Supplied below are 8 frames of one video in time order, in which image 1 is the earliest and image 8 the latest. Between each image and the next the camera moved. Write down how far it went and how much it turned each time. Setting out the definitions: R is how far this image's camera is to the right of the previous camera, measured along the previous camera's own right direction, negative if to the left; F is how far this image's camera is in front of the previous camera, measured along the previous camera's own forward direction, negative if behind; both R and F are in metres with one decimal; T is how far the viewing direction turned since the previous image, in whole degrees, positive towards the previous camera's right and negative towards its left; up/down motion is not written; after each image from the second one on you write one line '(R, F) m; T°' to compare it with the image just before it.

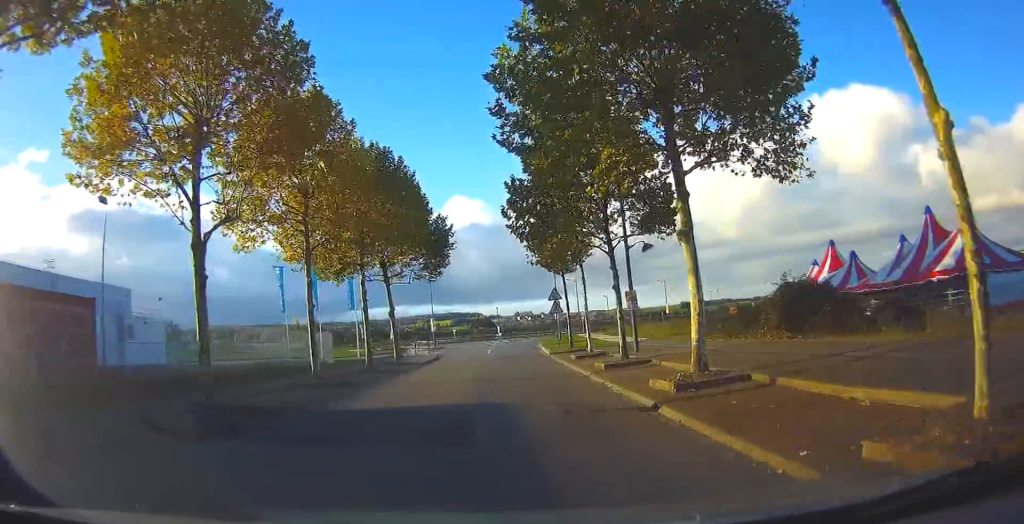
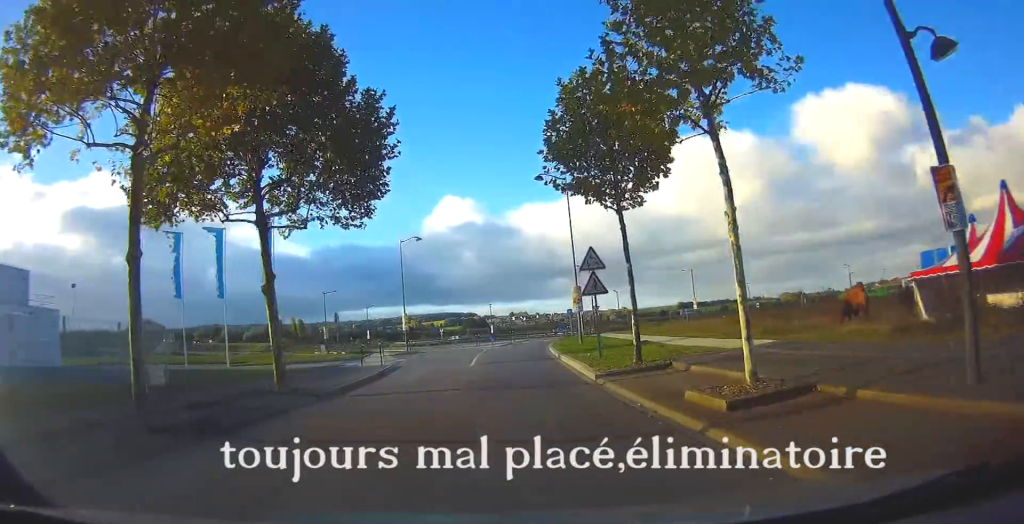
(0.0, +18.0) m; 0°
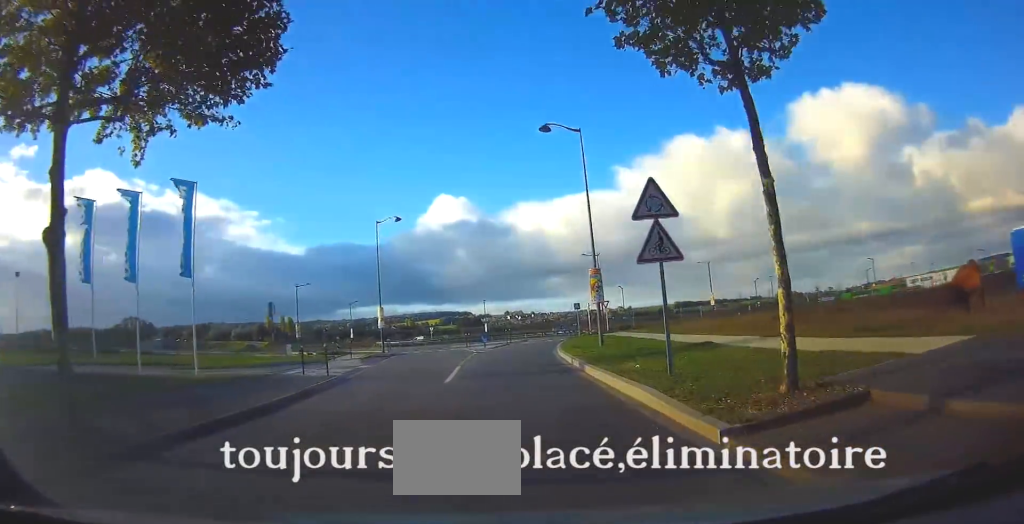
(-0.1, +9.4) m; 0°
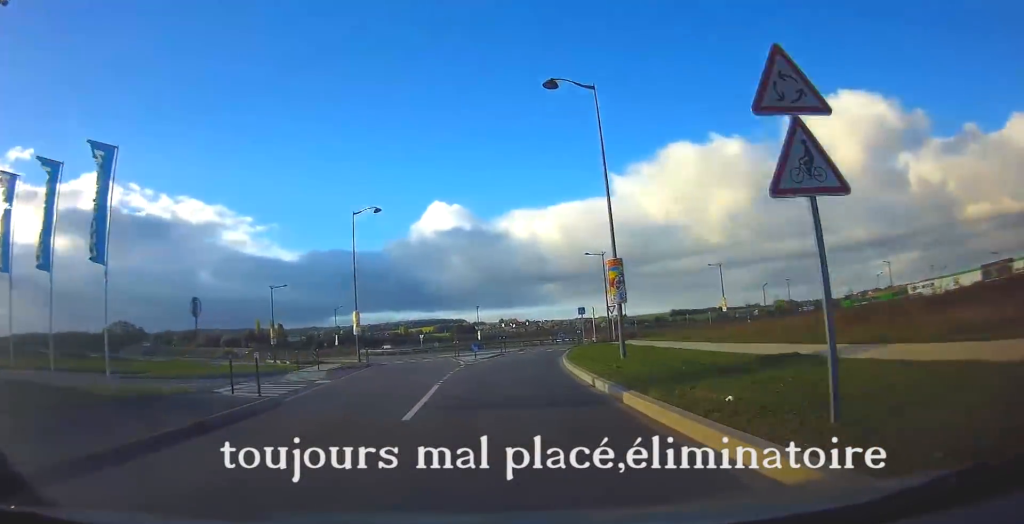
(0.0, +6.4) m; +1°
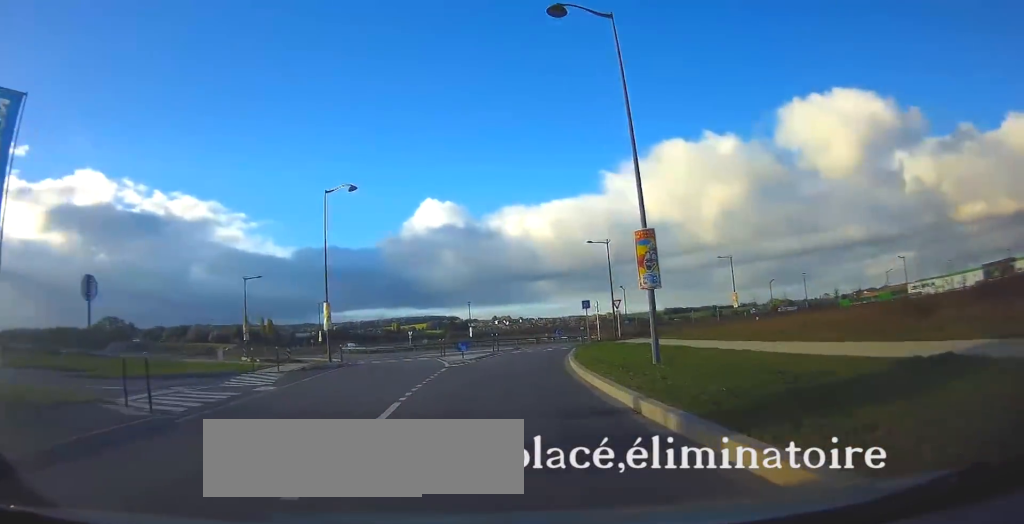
(+0.1, +5.7) m; +1°
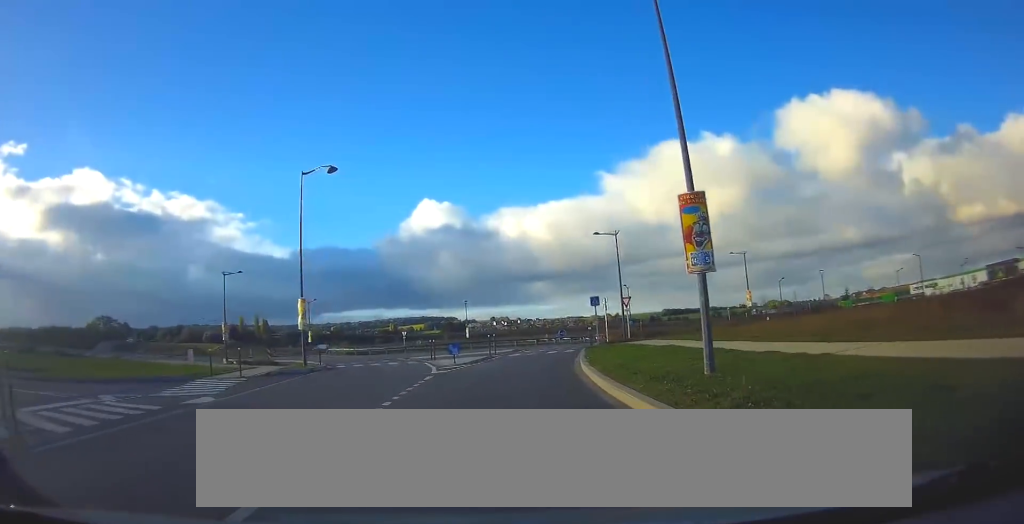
(+0.1, +4.5) m; +1°
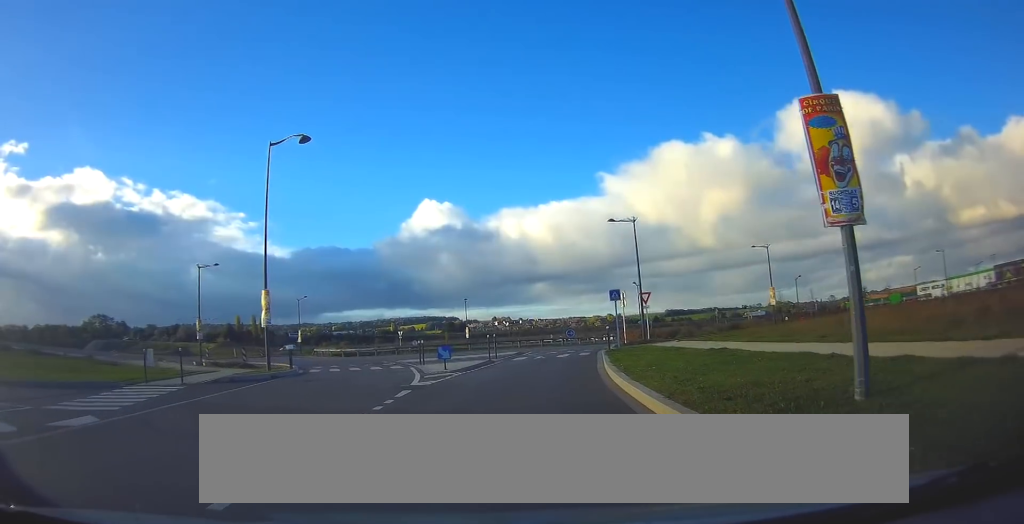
(0.0, +5.5) m; 0°
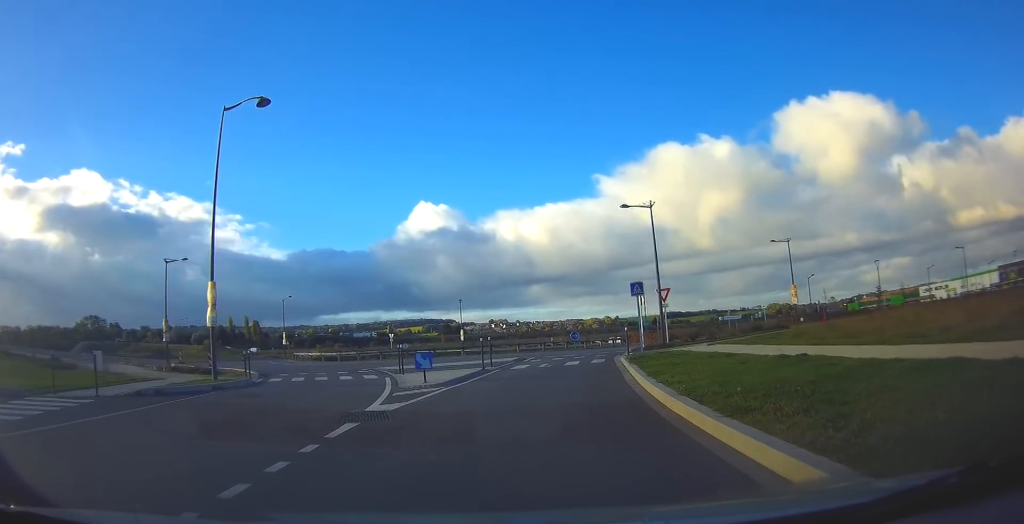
(0.0, +5.3) m; 0°
